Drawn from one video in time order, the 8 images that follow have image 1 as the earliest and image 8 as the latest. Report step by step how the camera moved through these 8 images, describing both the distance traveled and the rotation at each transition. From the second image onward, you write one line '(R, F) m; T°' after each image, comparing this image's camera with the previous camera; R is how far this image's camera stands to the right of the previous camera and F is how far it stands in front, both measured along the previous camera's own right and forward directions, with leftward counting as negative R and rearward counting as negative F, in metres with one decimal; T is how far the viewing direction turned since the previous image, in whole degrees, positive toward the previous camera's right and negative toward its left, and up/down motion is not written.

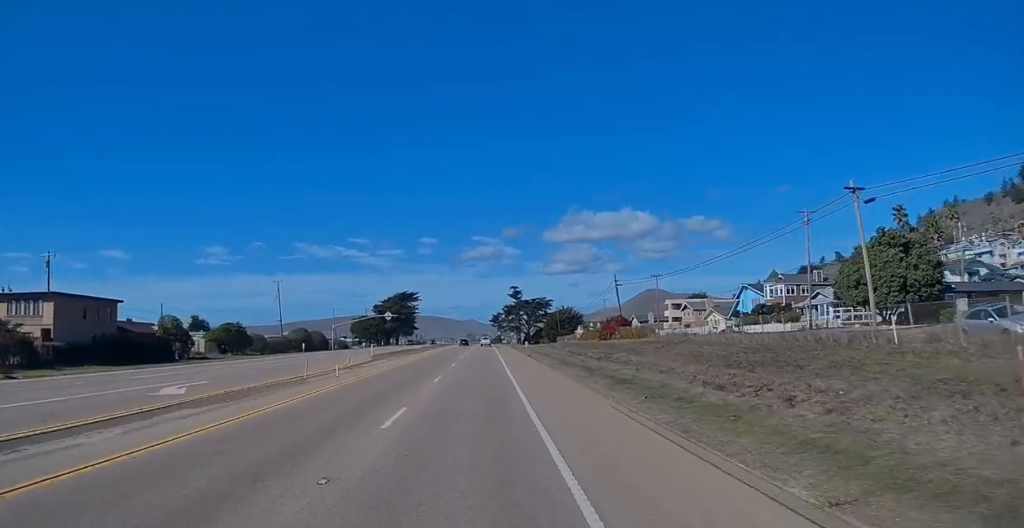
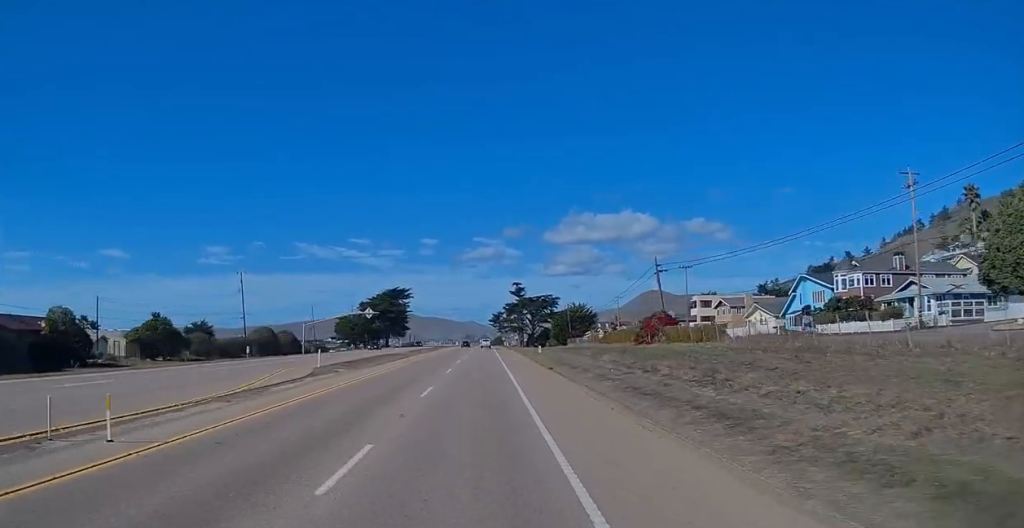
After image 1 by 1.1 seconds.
(-0.4, +22.1) m; -1°
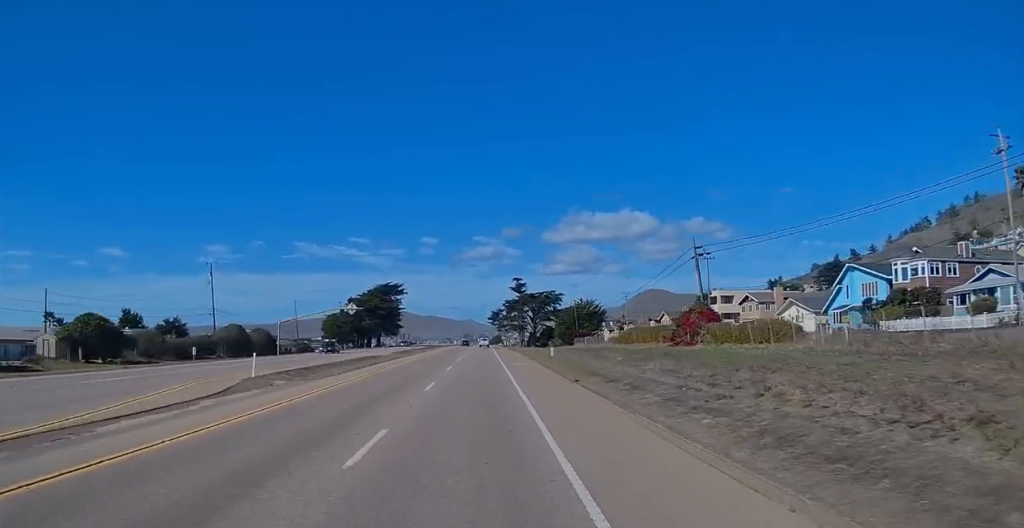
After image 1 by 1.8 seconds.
(0.0, +13.0) m; +1°
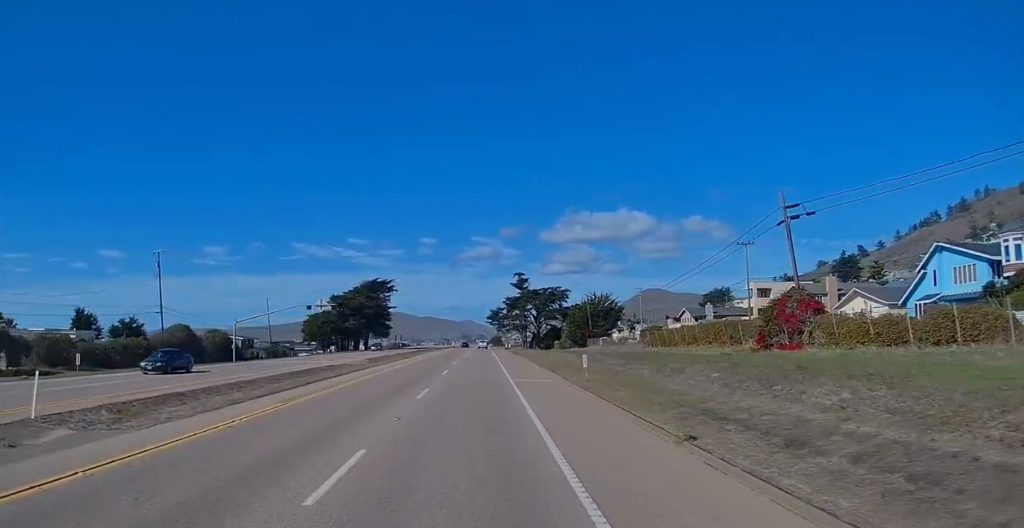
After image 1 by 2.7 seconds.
(0.0, +17.5) m; +1°
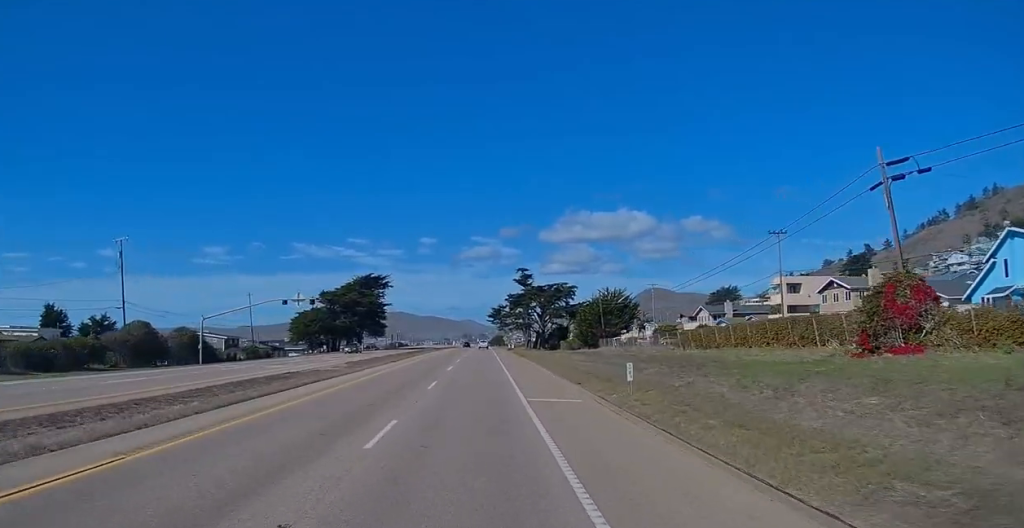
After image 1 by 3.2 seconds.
(+0.2, +10.1) m; 0°
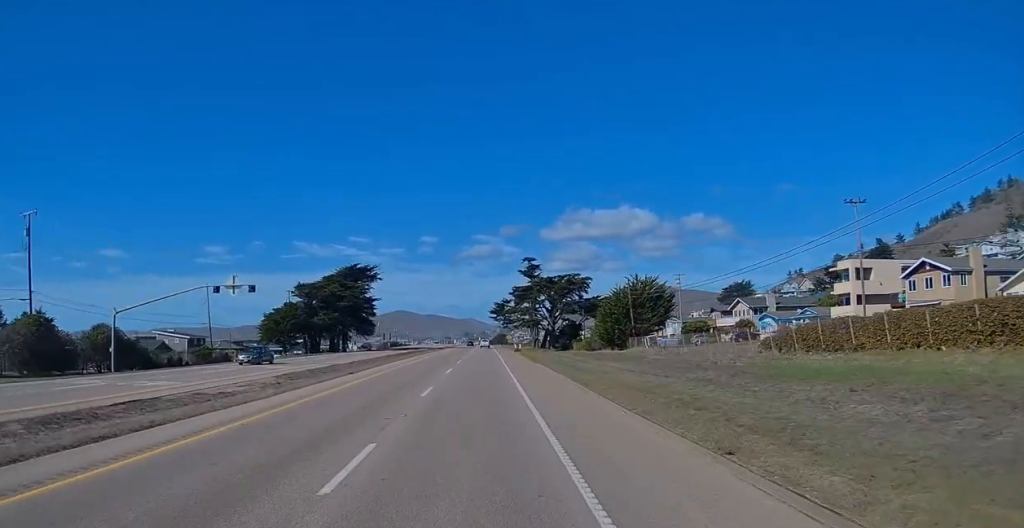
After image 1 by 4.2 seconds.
(+0.1, +18.1) m; +1°
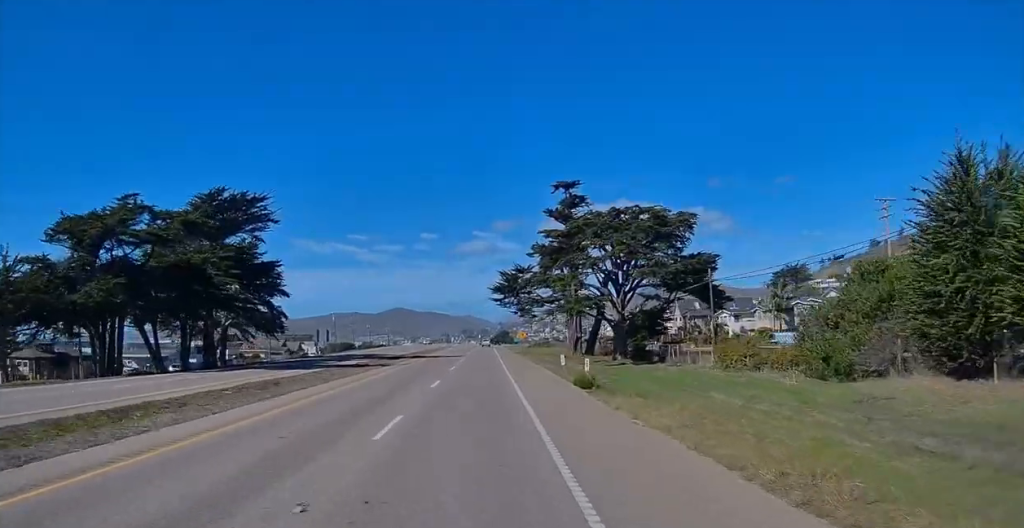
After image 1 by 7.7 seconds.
(-1.8, +69.3) m; -3°
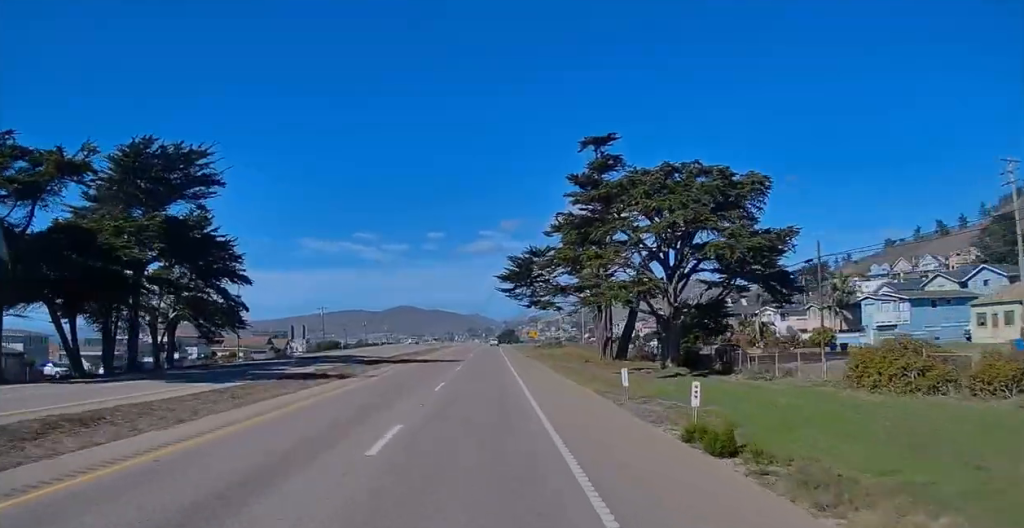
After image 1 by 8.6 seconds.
(+0.6, +16.3) m; +1°
